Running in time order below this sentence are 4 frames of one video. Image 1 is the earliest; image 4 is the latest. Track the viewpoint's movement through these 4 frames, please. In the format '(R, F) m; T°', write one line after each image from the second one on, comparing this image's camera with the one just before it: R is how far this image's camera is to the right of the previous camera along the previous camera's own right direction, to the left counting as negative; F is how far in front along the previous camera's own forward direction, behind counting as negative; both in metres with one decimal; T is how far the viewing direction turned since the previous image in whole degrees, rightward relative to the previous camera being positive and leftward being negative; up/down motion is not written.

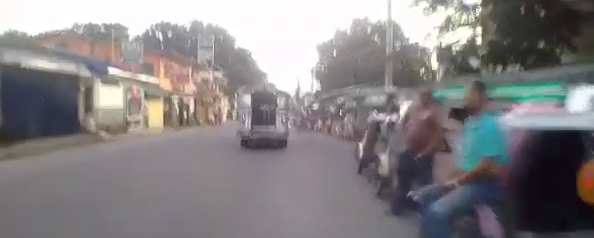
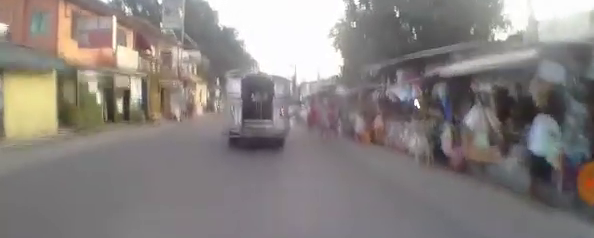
(-0.6, +9.9) m; -6°
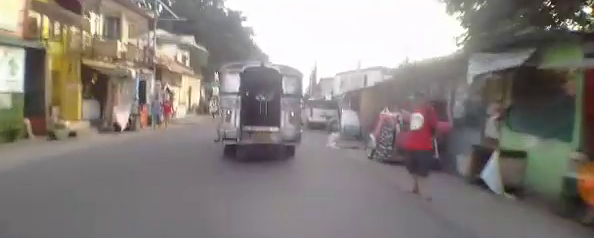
(-0.1, +9.5) m; -3°
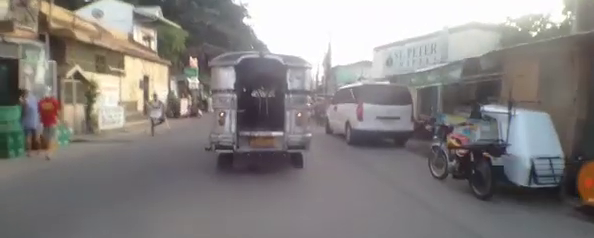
(0.0, +8.6) m; +4°
